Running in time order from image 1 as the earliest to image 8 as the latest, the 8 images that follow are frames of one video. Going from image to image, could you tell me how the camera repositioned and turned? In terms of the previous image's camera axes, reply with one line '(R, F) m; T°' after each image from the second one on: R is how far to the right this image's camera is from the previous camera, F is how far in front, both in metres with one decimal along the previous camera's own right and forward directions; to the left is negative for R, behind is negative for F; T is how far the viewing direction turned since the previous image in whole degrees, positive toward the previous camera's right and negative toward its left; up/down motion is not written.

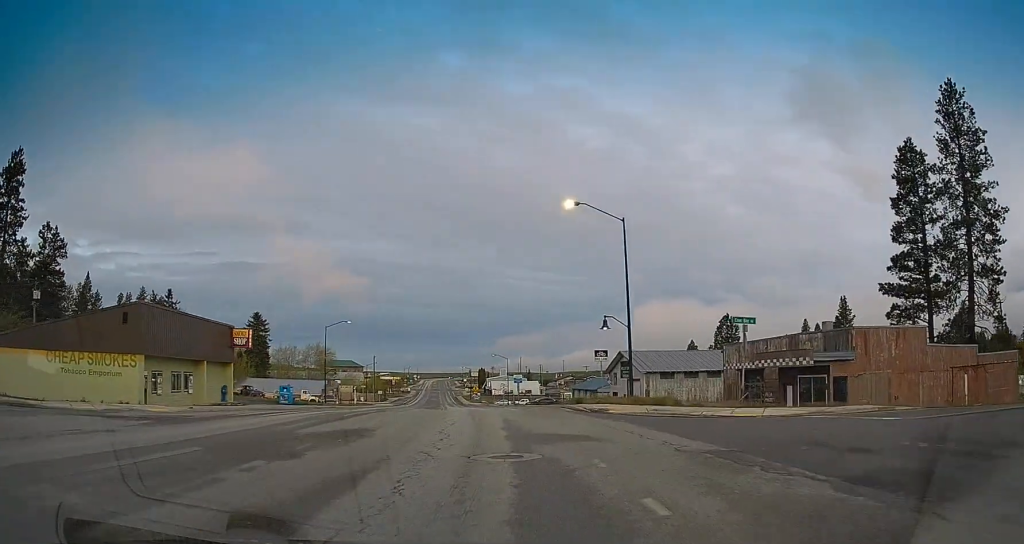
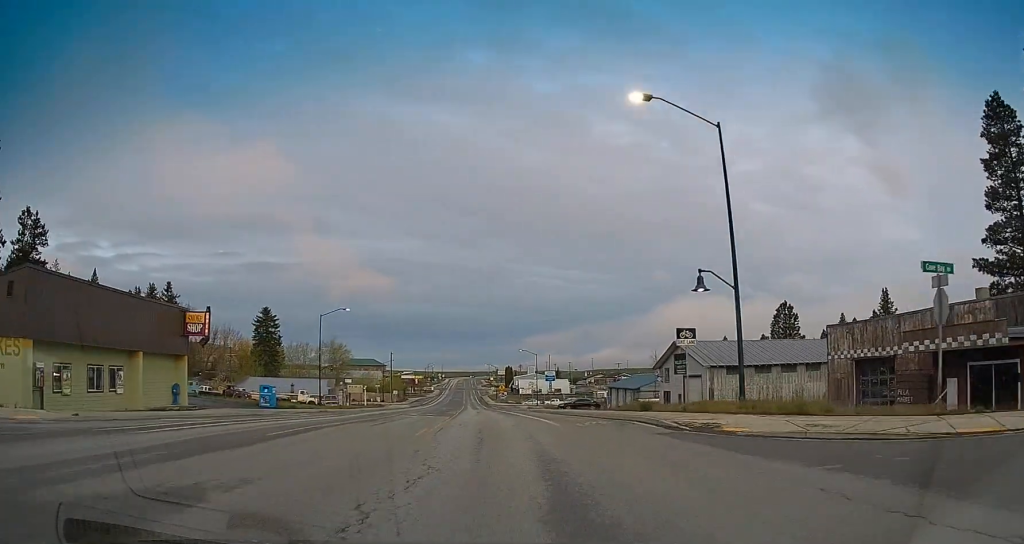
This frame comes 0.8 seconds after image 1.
(-0.2, +12.1) m; -3°
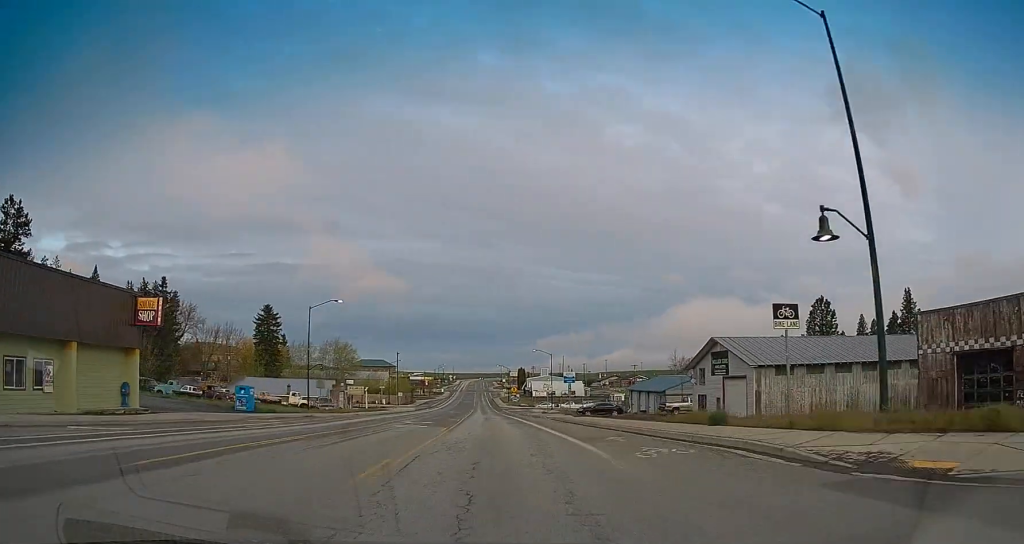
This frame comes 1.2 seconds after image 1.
(-0.3, +7.4) m; -1°
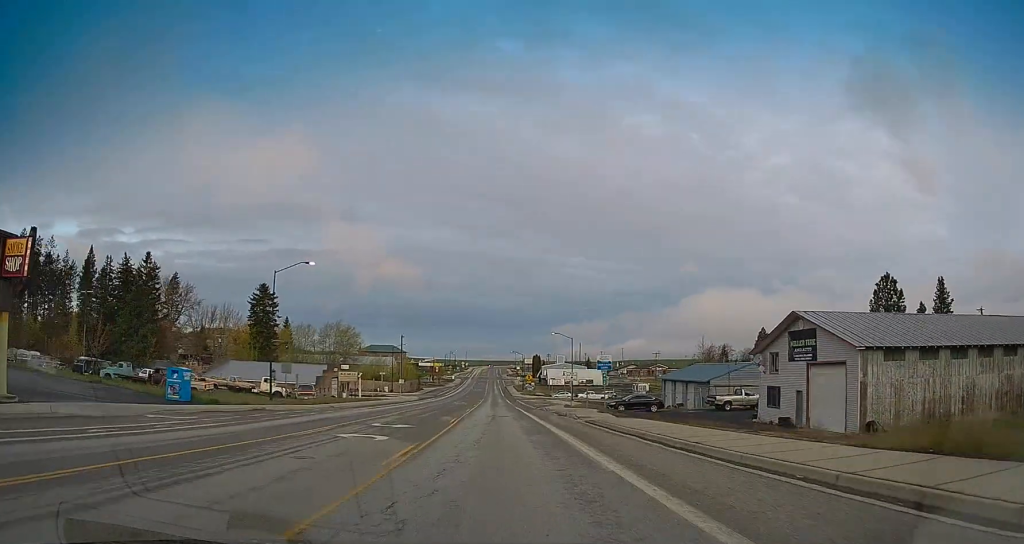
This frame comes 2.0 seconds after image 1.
(-0.2, +12.2) m; -1°
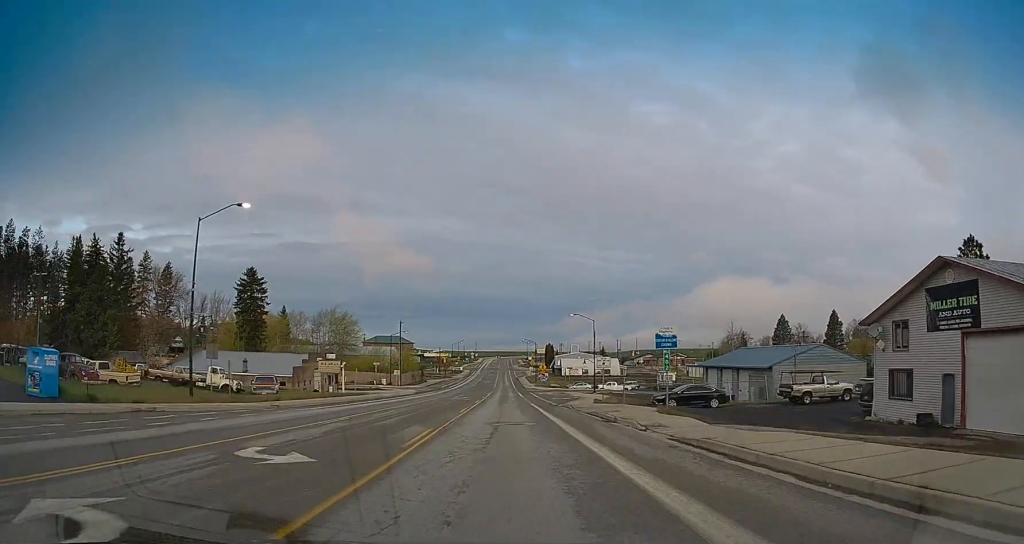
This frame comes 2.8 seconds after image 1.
(+0.1, +13.2) m; -1°
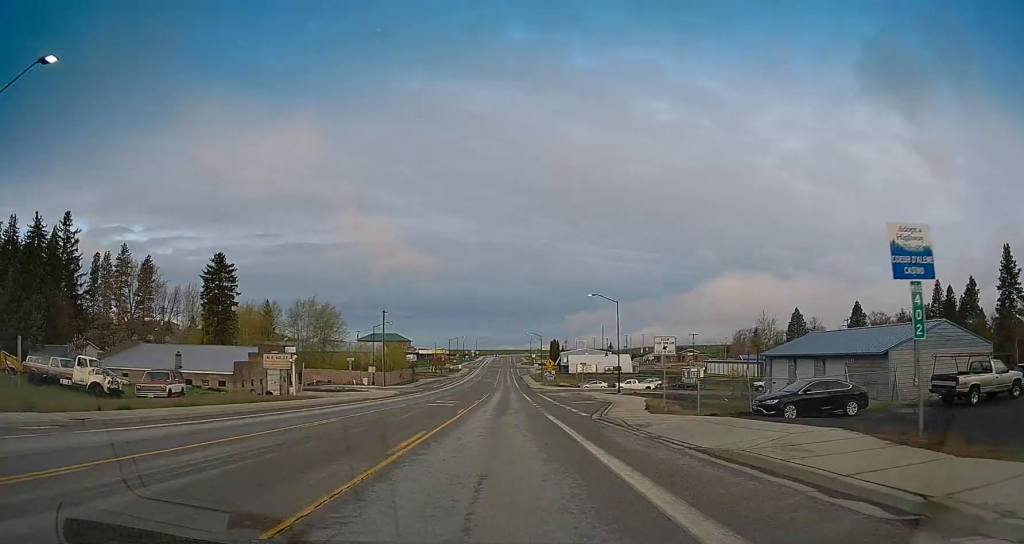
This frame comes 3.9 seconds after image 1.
(-0.4, +16.5) m; -1°
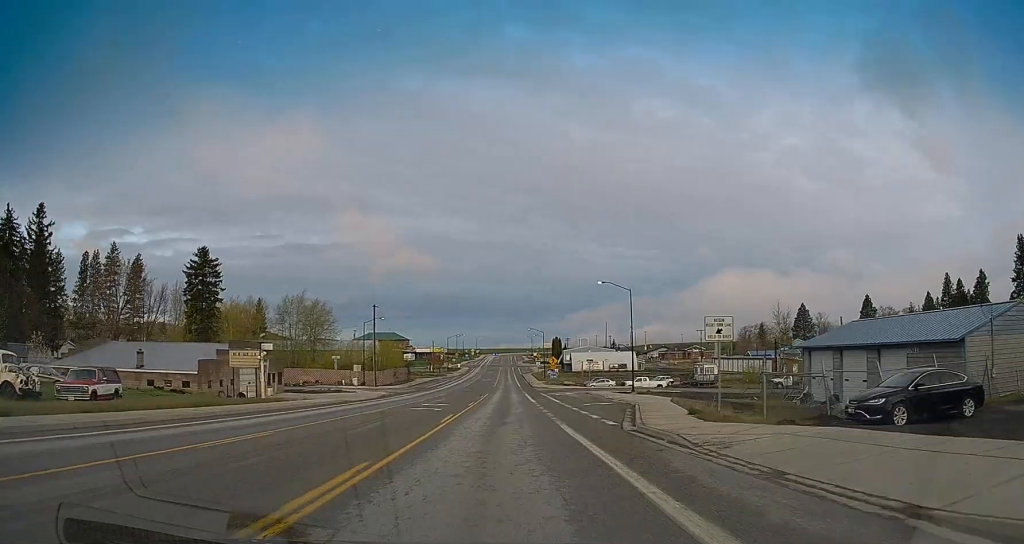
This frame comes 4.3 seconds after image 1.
(0.0, +6.9) m; 0°
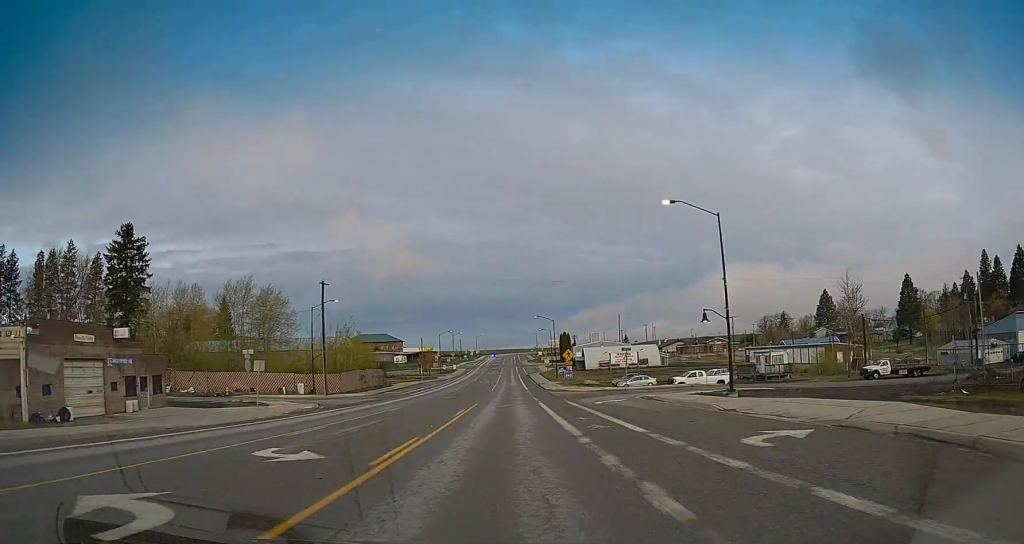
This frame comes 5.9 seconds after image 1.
(0.0, +25.1) m; 0°
